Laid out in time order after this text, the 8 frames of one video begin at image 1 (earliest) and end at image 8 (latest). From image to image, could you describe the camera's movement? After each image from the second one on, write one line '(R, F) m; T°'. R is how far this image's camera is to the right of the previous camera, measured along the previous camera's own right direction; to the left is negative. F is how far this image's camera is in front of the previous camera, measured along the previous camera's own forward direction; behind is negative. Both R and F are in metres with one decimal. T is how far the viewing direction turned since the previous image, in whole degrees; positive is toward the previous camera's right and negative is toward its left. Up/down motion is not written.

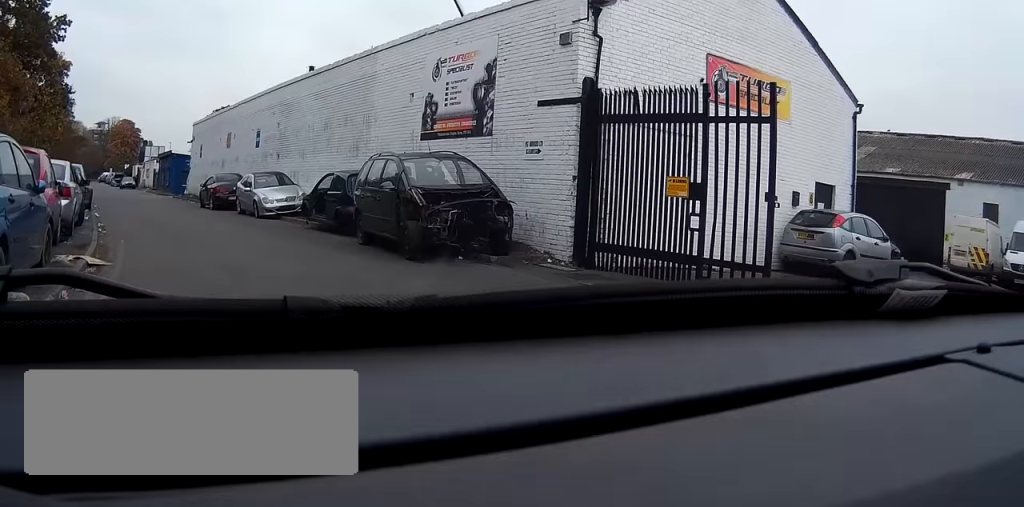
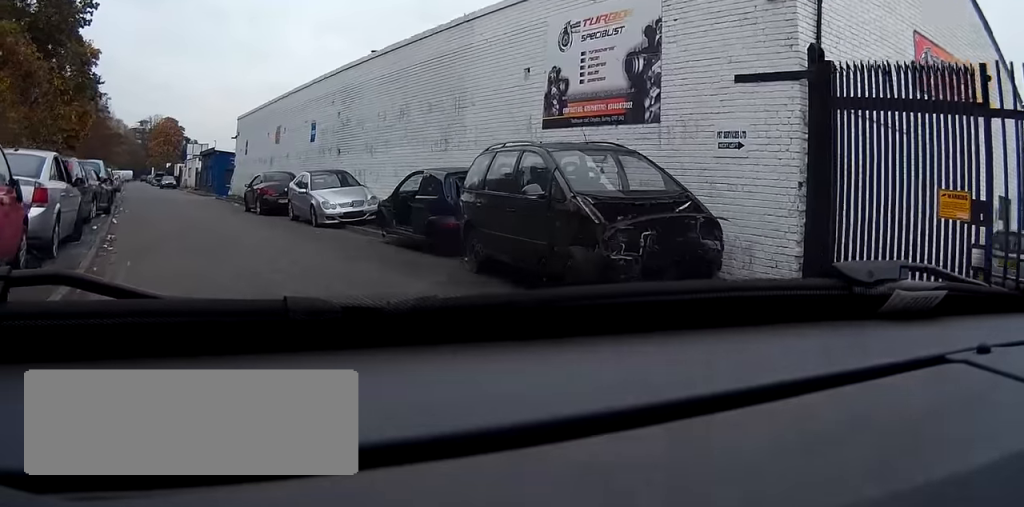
(-0.2, +4.5) m; -5°
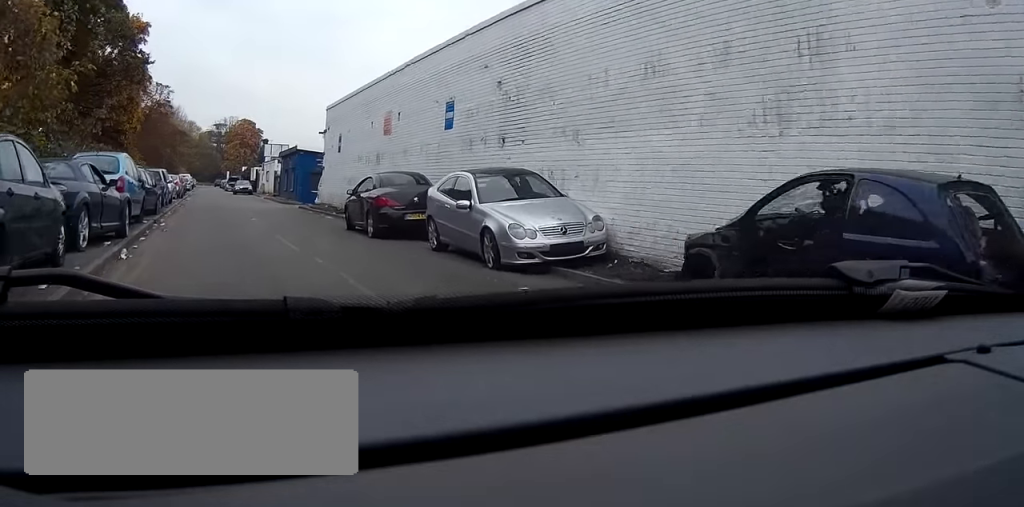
(-0.7, +8.4) m; -9°
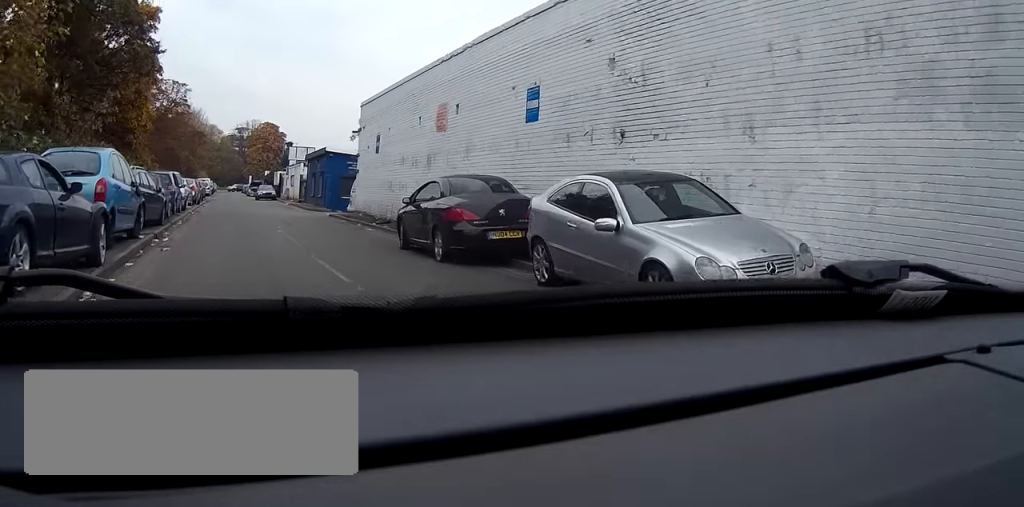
(-0.1, +4.0) m; -3°
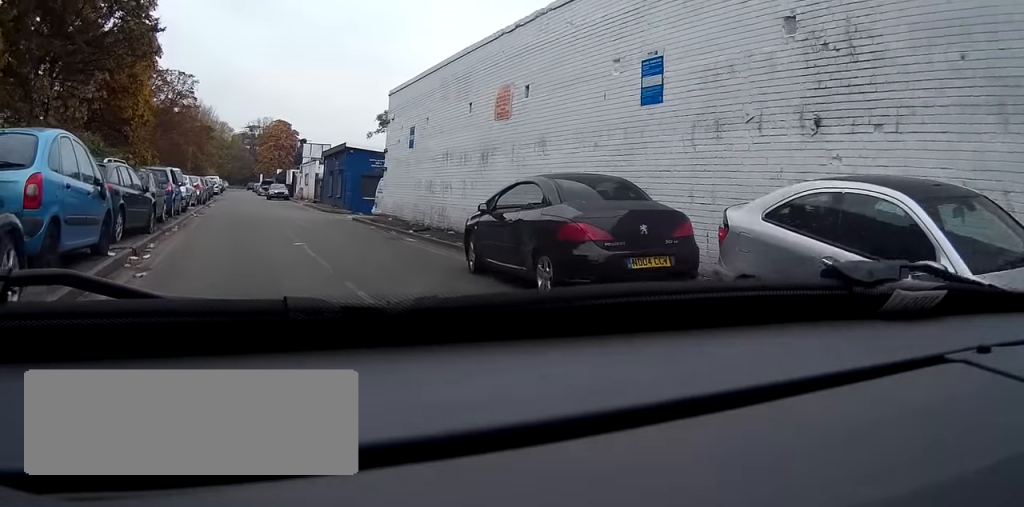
(-0.1, +4.1) m; -1°
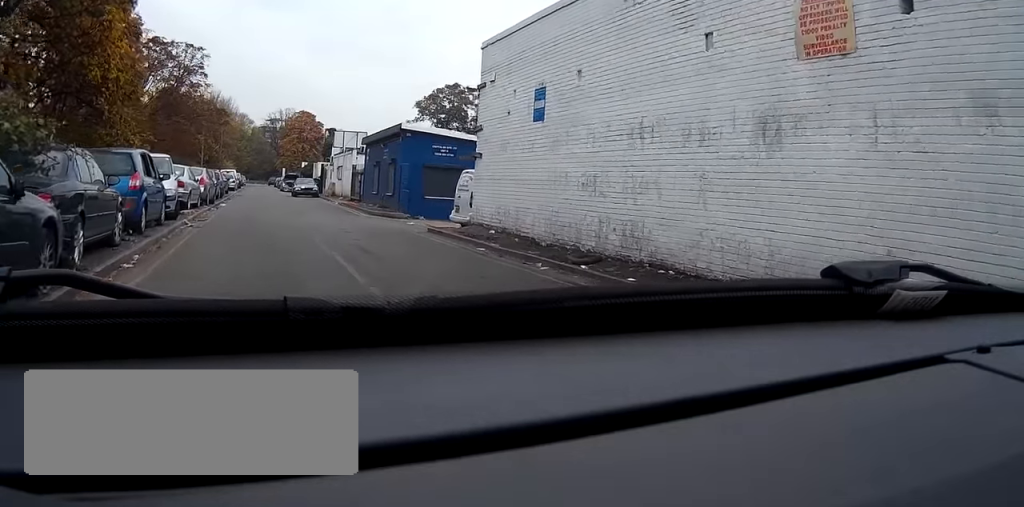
(-0.1, +9.5) m; -2°
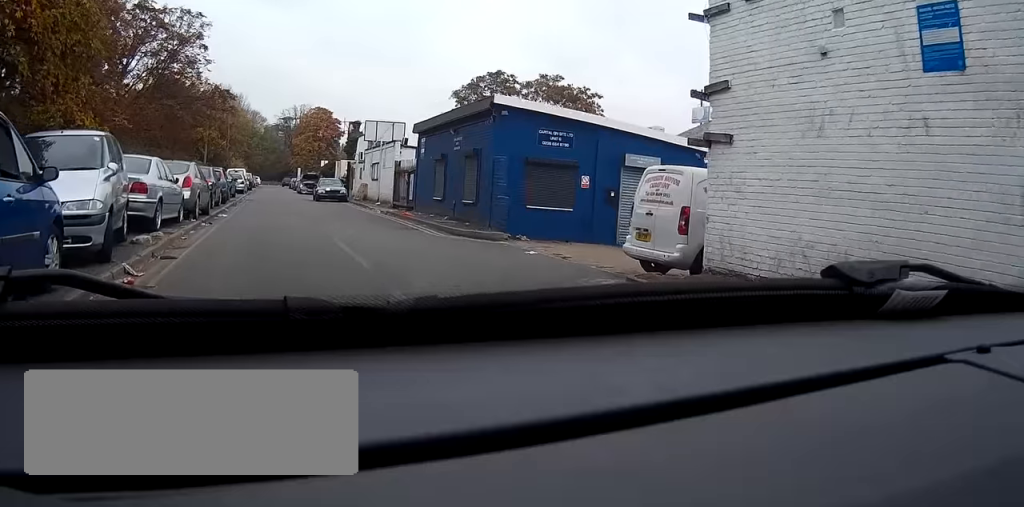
(-0.4, +10.3) m; -2°
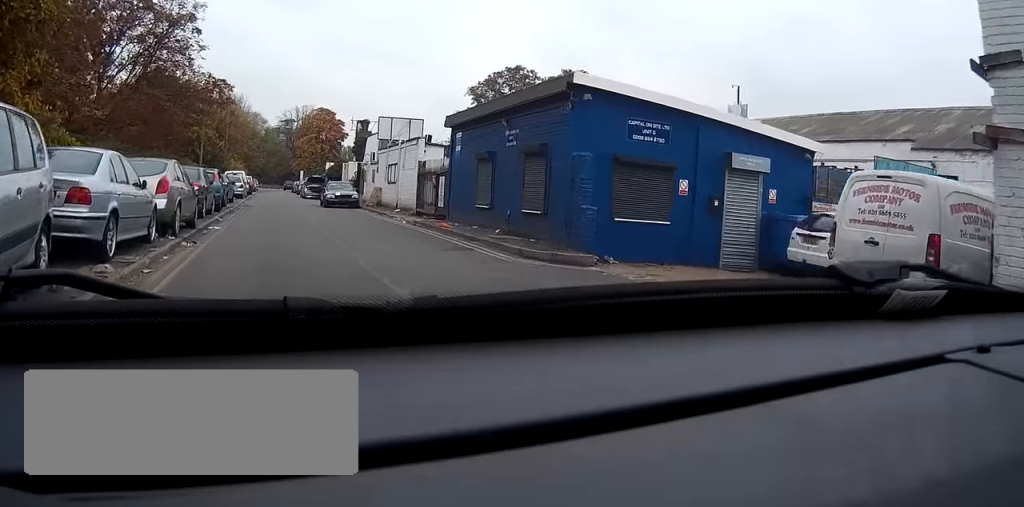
(0.0, +5.0) m; 0°
